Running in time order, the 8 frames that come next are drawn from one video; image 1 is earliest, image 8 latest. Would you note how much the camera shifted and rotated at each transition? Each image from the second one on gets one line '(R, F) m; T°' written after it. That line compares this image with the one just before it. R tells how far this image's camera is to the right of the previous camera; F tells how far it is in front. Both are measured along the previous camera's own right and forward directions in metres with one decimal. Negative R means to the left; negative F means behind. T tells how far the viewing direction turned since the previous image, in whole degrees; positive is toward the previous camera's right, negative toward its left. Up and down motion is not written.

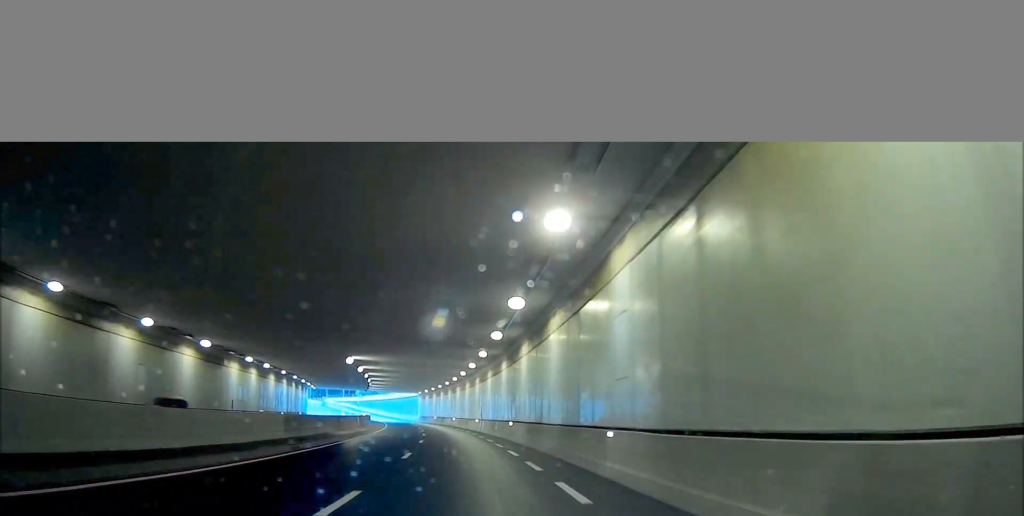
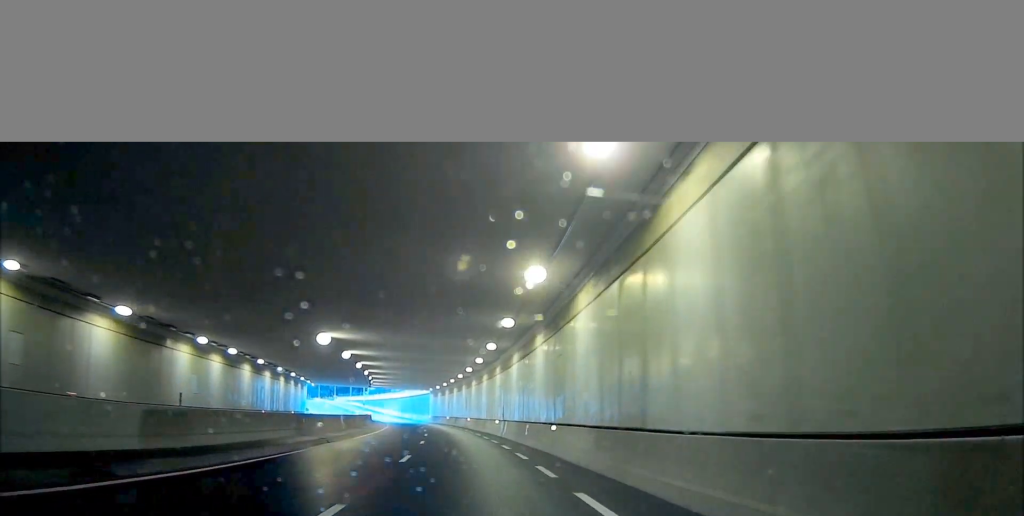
(0.0, +14.5) m; 0°
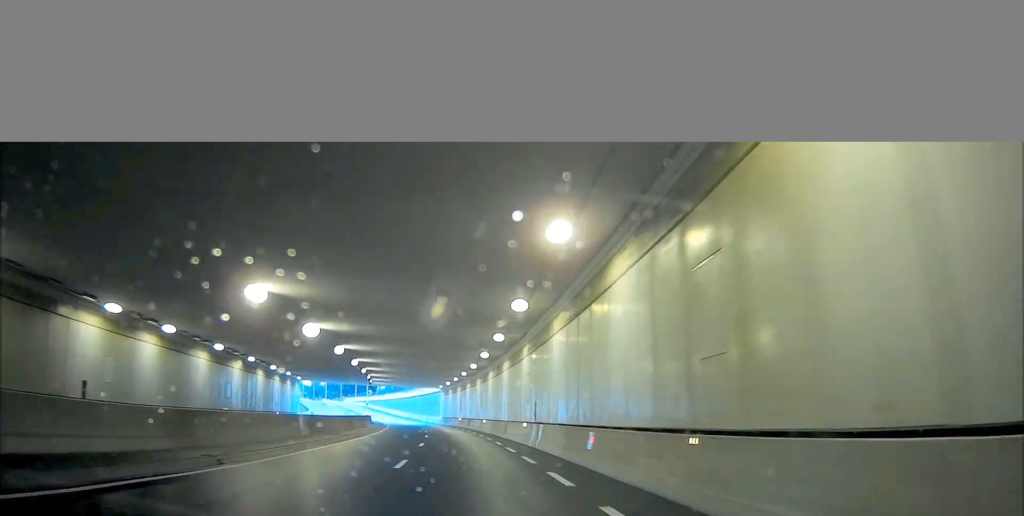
(0.0, +14.5) m; 0°
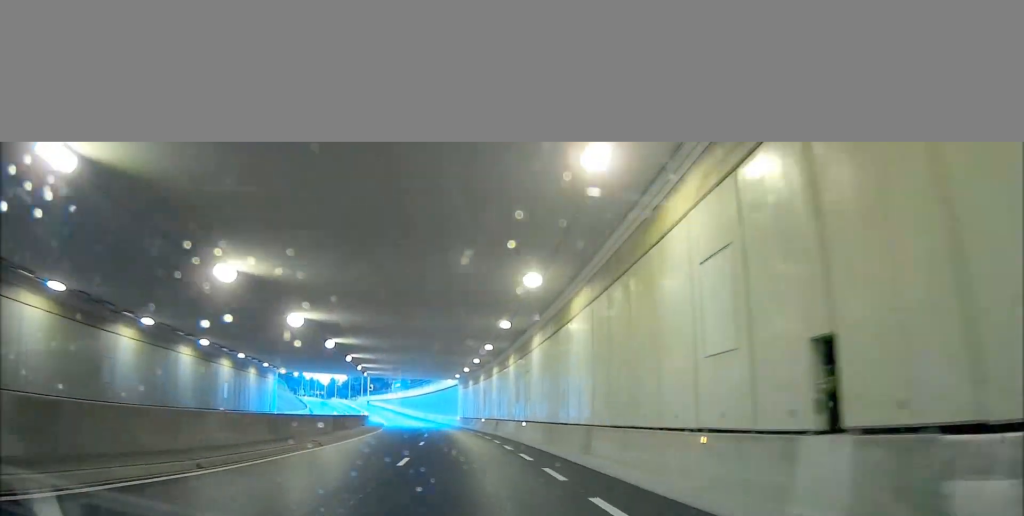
(0.0, +24.5) m; 0°
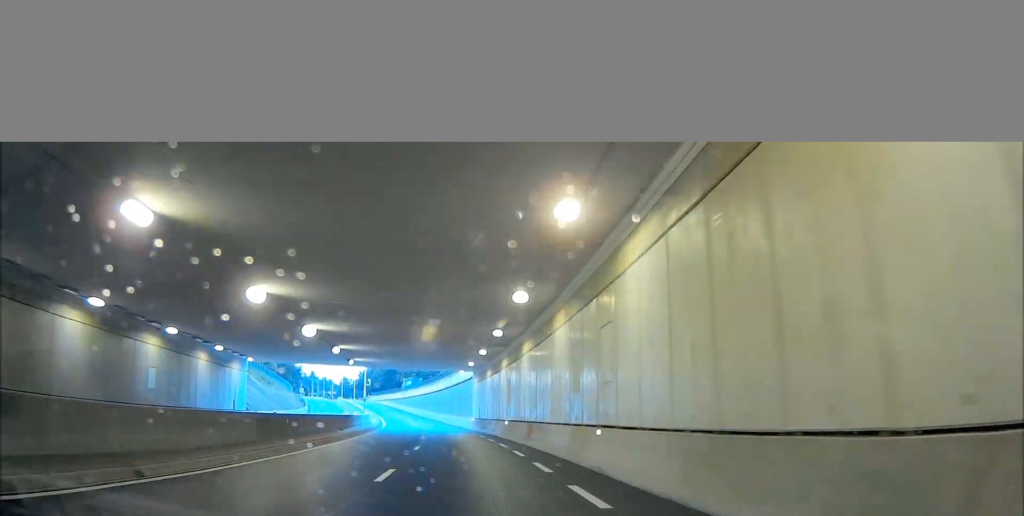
(0.0, +17.3) m; 0°
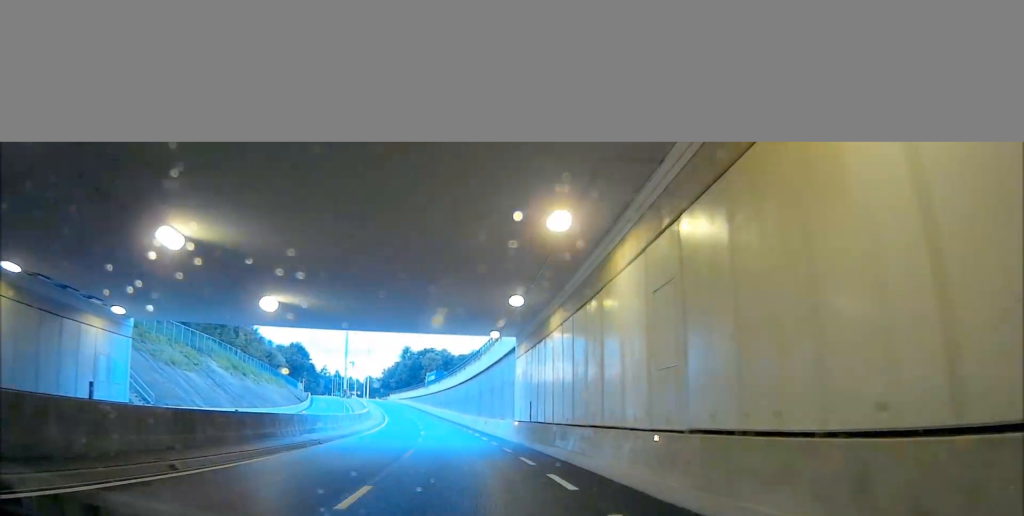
(0.0, +29.9) m; 0°
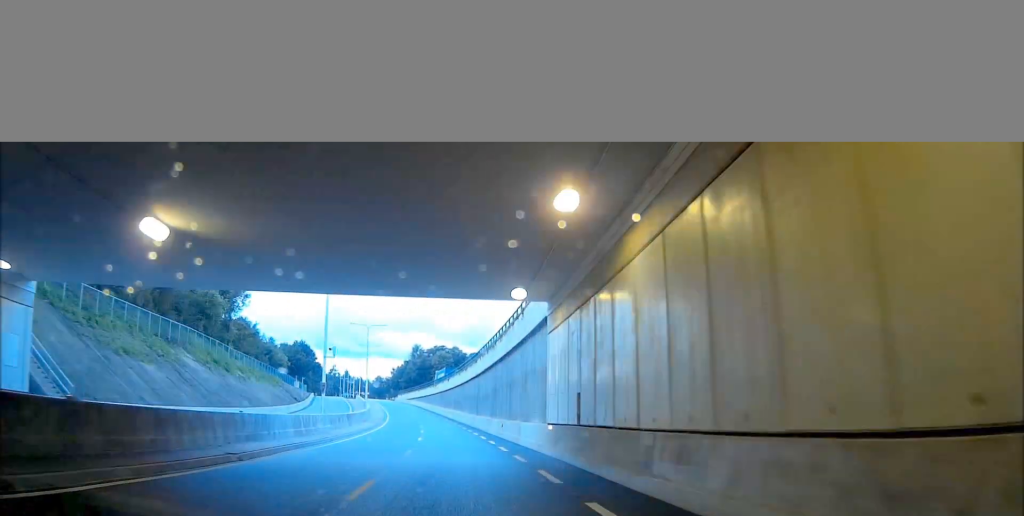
(0.0, +11.7) m; 0°
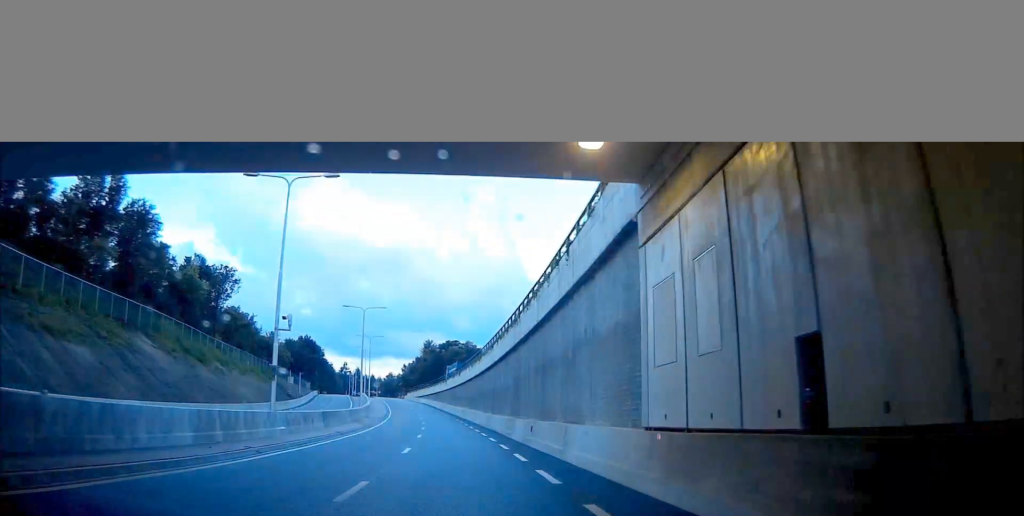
(0.0, +13.4) m; 0°
